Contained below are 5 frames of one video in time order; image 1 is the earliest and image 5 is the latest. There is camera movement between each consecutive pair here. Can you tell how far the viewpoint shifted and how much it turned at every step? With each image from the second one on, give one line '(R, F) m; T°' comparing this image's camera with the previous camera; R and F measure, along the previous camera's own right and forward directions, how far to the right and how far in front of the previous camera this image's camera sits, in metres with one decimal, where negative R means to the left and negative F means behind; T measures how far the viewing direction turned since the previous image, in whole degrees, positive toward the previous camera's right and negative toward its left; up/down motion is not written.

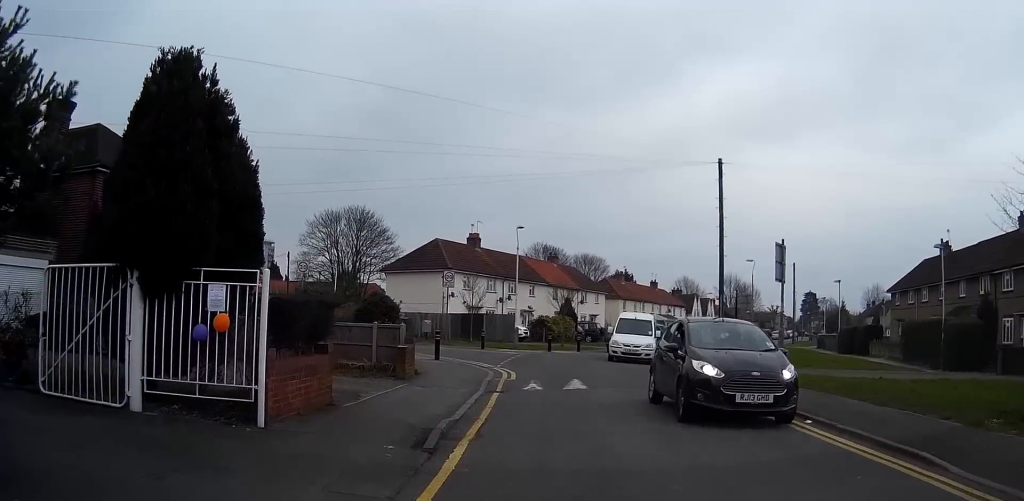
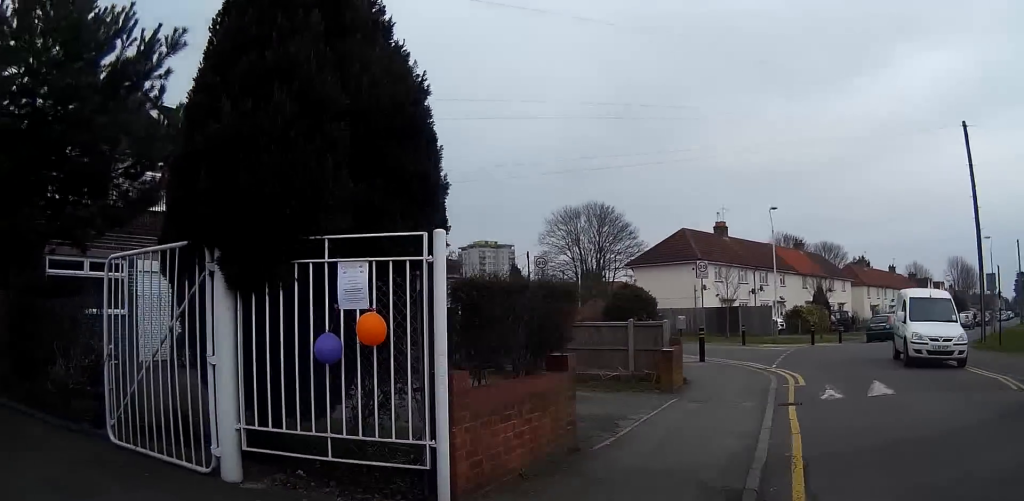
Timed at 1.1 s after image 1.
(-0.8, +3.5) m; -29°
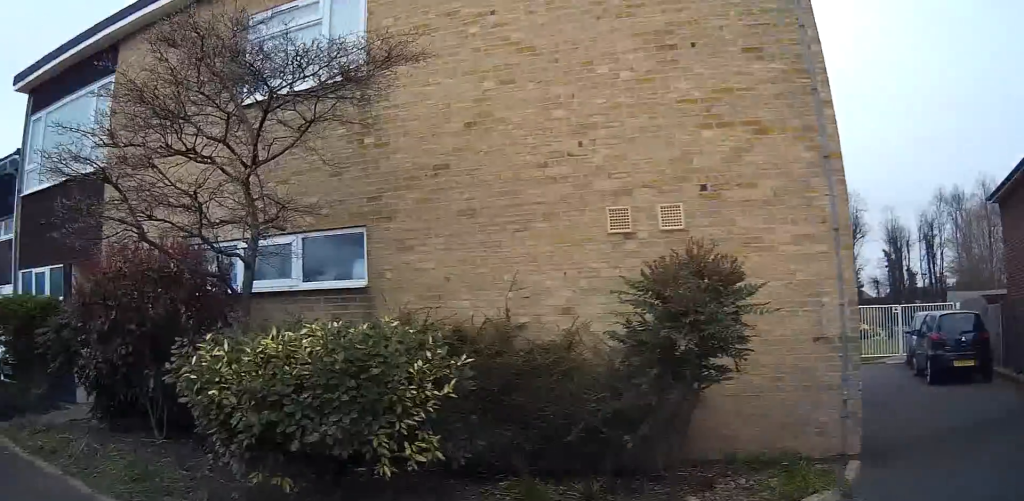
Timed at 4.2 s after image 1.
(-5.8, +6.1) m; -78°
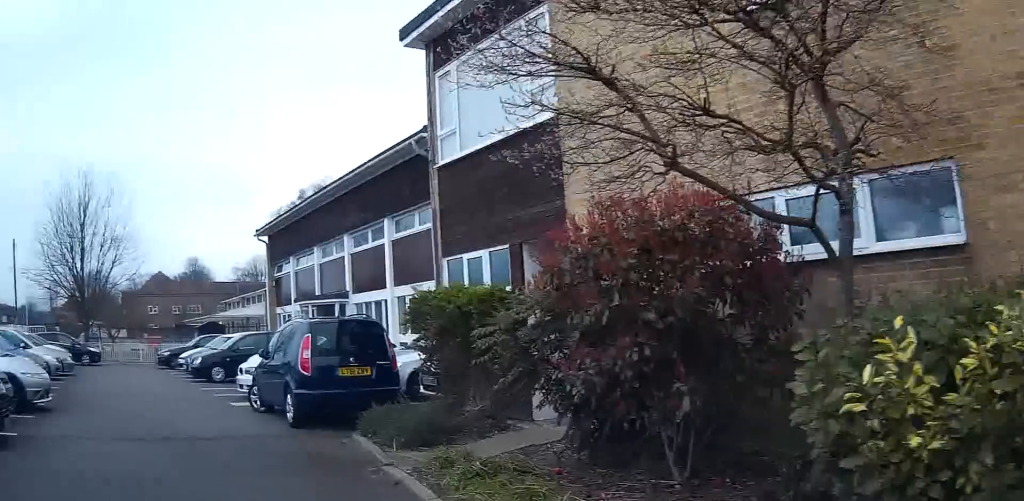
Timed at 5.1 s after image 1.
(-0.7, +2.9) m; -32°
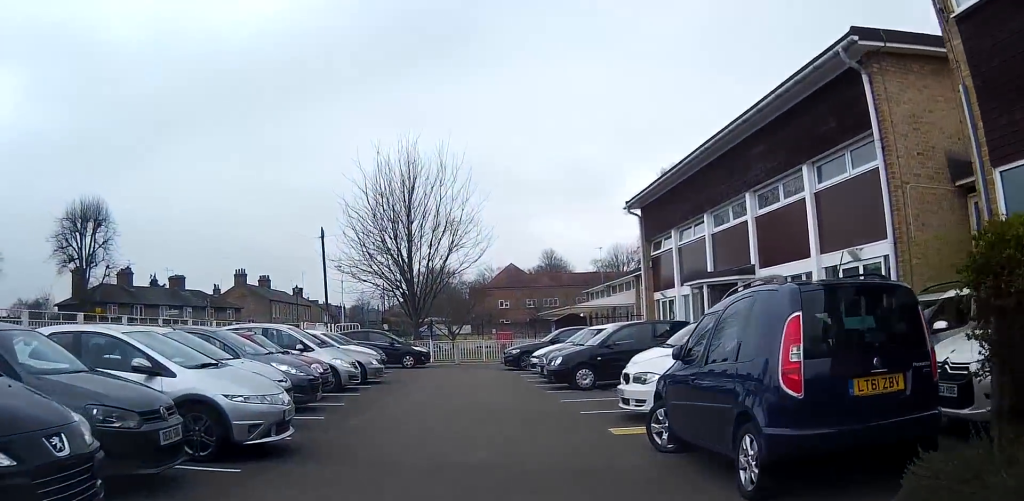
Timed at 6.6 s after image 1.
(-2.2, +4.8) m; -31°
